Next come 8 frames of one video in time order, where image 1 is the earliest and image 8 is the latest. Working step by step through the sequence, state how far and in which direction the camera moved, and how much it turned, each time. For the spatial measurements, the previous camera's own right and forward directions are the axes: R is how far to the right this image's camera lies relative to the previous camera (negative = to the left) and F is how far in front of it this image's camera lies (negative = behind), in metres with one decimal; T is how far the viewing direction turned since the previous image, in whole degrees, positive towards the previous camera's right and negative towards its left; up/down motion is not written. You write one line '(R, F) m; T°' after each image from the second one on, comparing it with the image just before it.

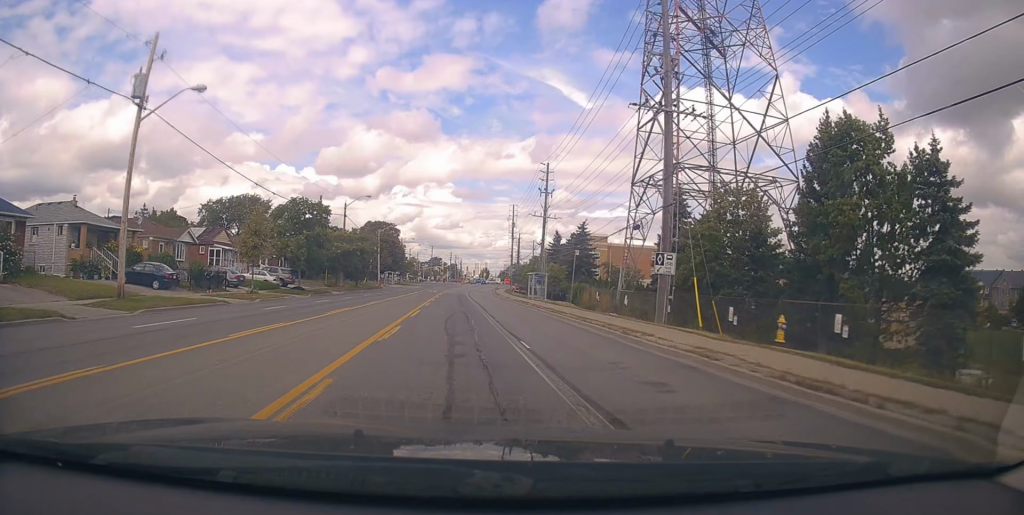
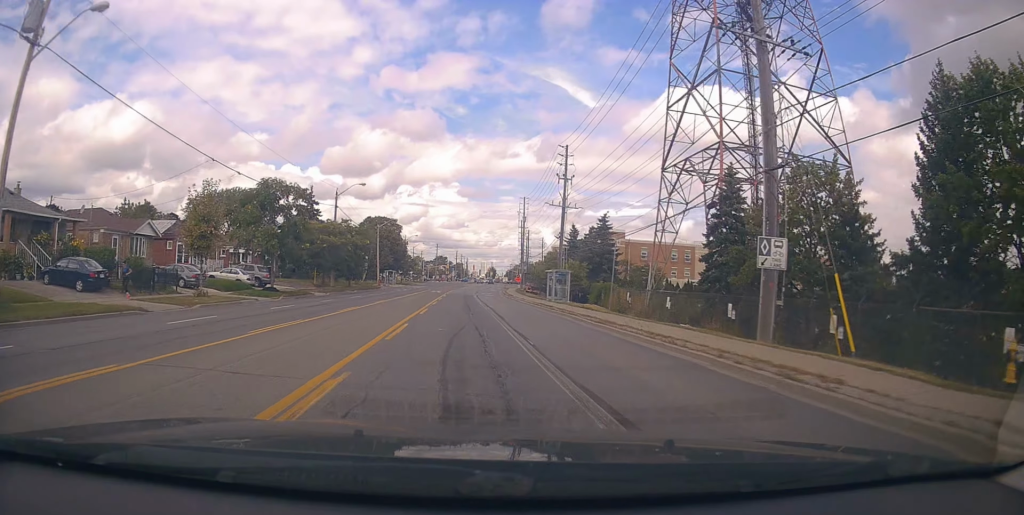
(+0.5, +7.8) m; 0°
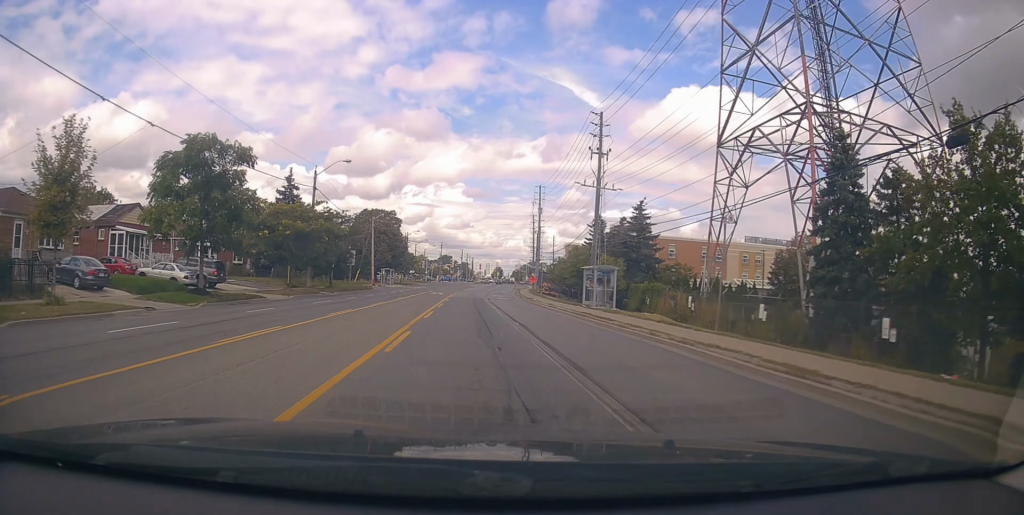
(-0.3, +11.3) m; -1°
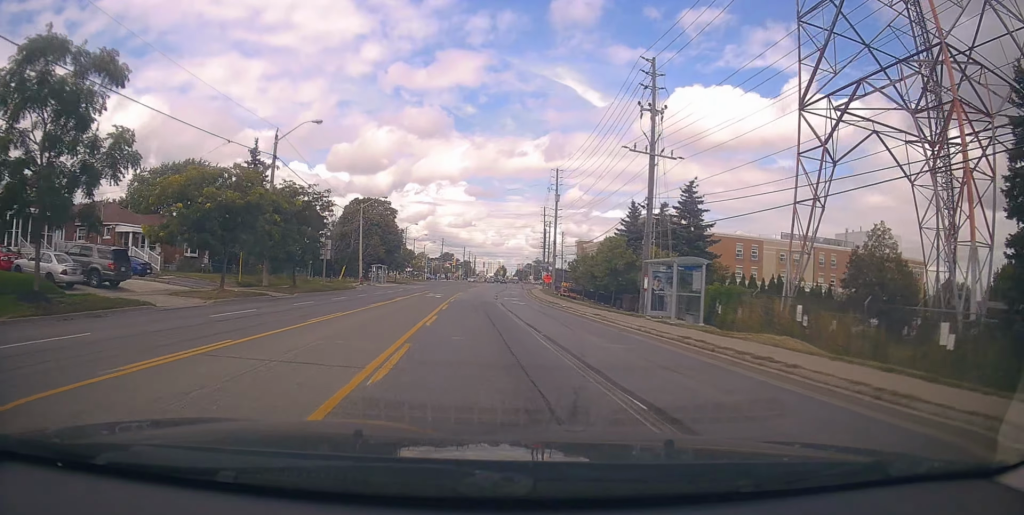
(0.0, +12.1) m; 0°
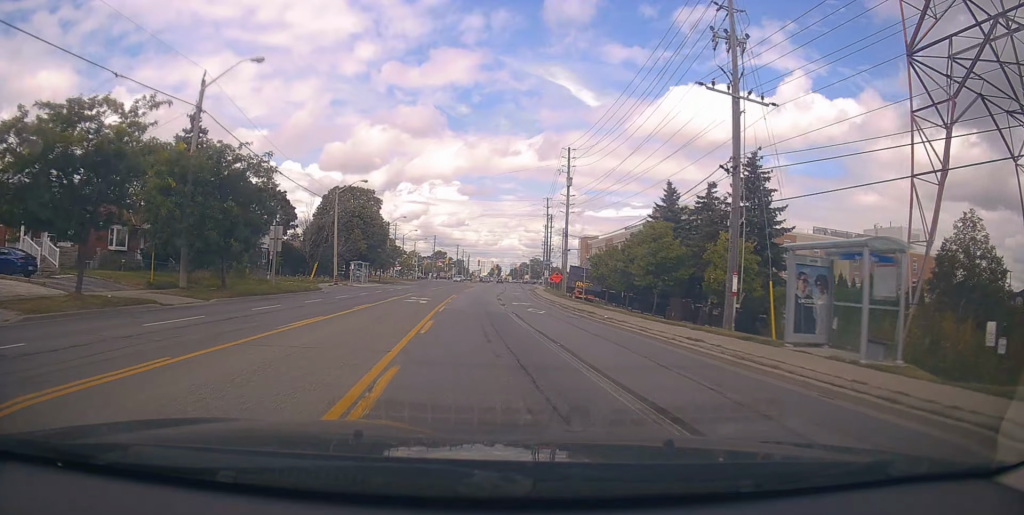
(+0.2, +11.6) m; +1°
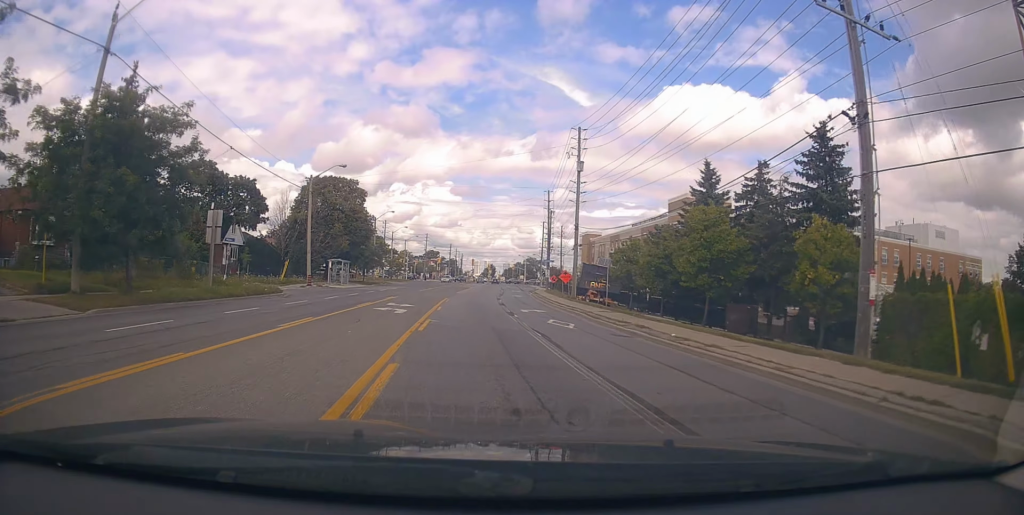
(-0.4, +8.6) m; +1°
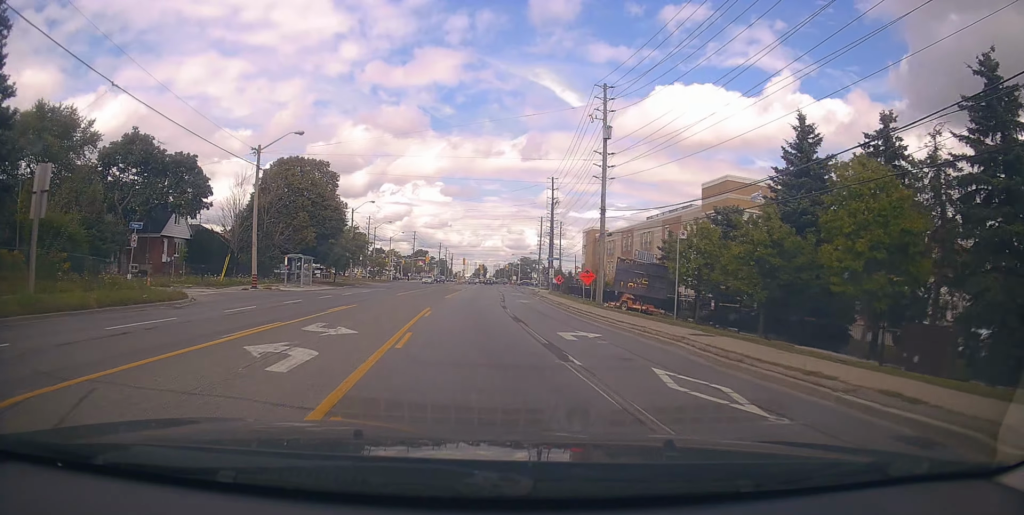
(+0.7, +12.6) m; +3°
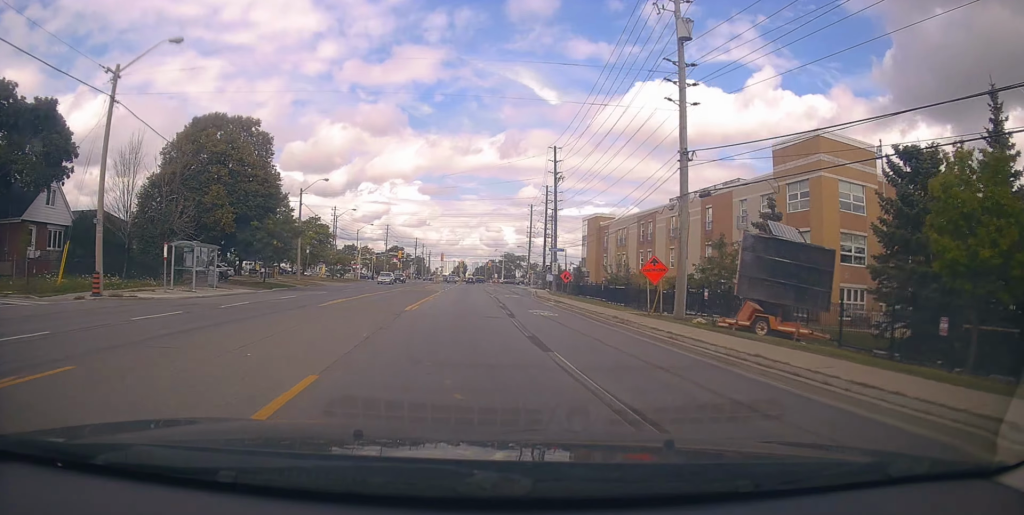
(-0.2, +18.0) m; -2°
